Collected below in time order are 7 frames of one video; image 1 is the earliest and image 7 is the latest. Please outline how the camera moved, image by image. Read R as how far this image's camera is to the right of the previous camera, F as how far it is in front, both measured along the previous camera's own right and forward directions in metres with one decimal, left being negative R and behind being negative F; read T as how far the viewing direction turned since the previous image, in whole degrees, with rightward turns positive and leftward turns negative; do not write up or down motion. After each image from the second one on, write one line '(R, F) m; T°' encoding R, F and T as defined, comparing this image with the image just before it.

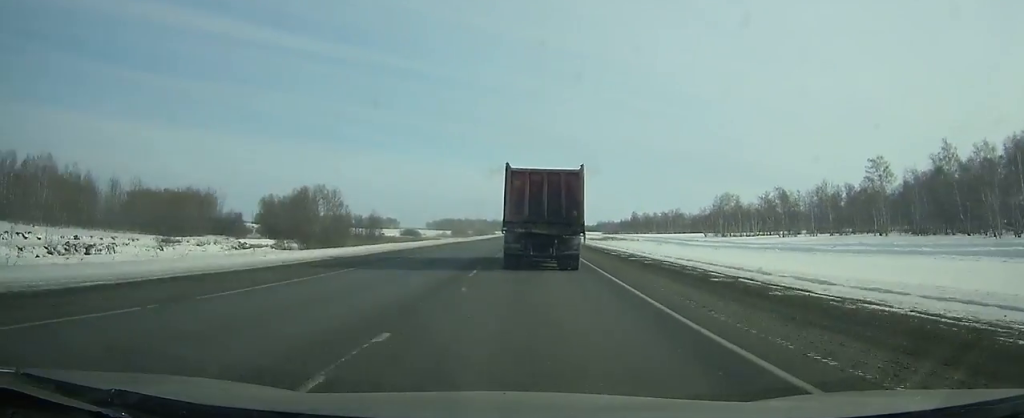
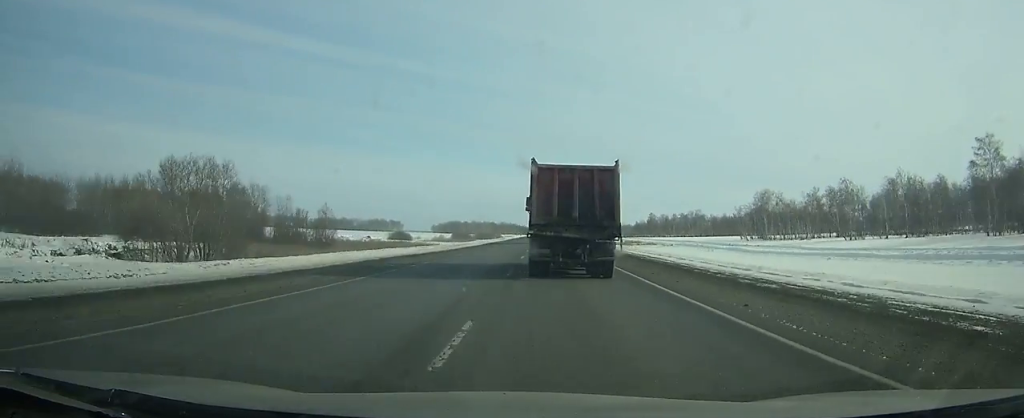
(-0.4, +35.1) m; 0°
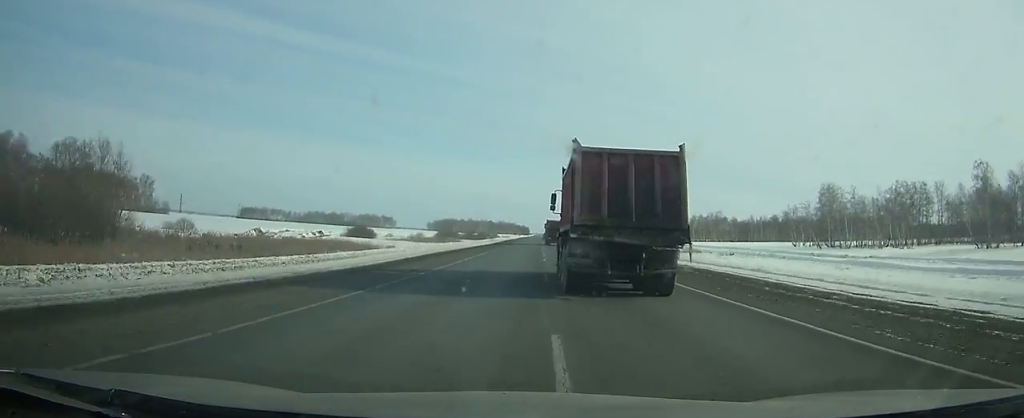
(-0.3, +51.1) m; 0°
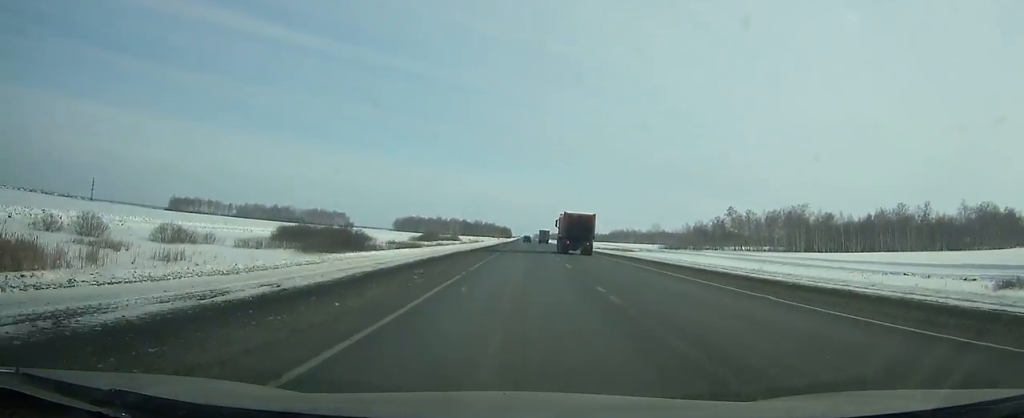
(+1.9, +149.1) m; +1°
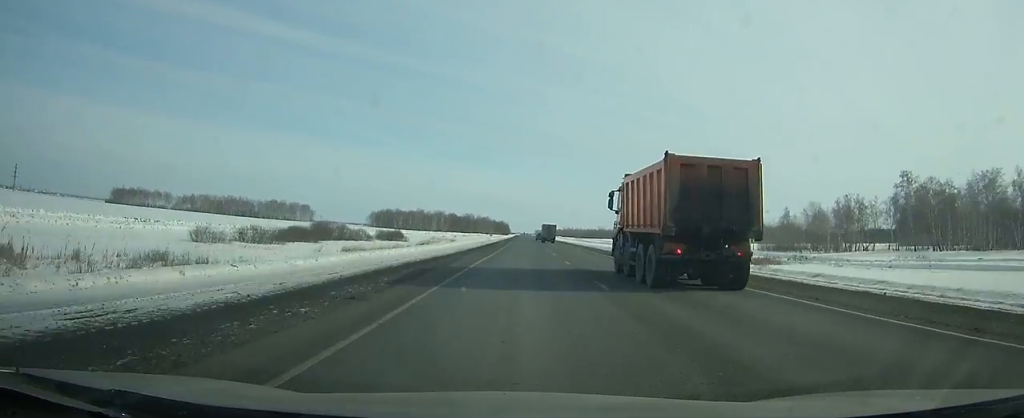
(+0.4, +115.8) m; 0°
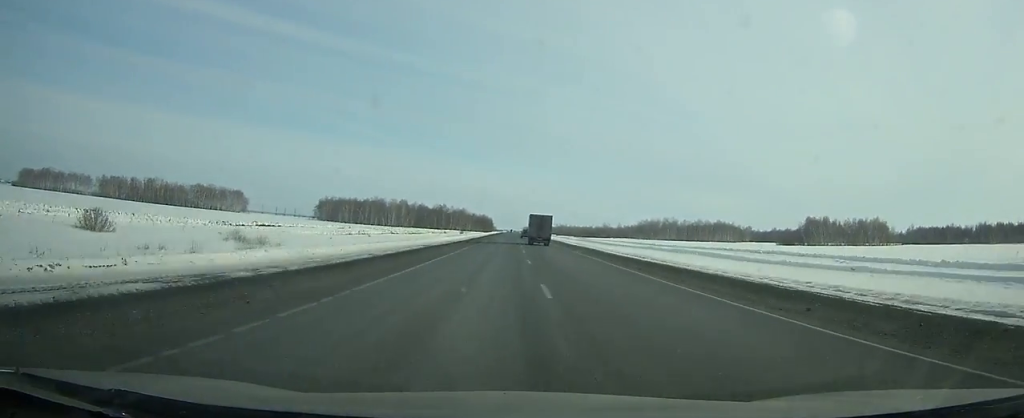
(+0.2, +115.2) m; 0°
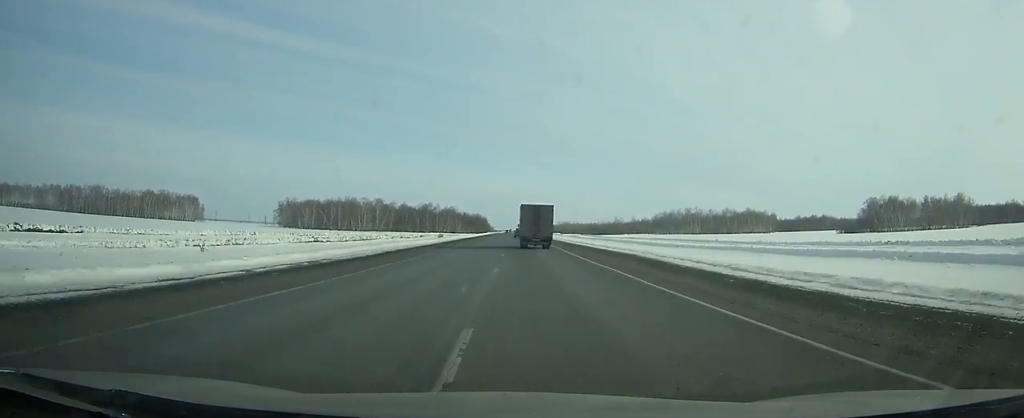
(+0.1, +65.5) m; 0°
